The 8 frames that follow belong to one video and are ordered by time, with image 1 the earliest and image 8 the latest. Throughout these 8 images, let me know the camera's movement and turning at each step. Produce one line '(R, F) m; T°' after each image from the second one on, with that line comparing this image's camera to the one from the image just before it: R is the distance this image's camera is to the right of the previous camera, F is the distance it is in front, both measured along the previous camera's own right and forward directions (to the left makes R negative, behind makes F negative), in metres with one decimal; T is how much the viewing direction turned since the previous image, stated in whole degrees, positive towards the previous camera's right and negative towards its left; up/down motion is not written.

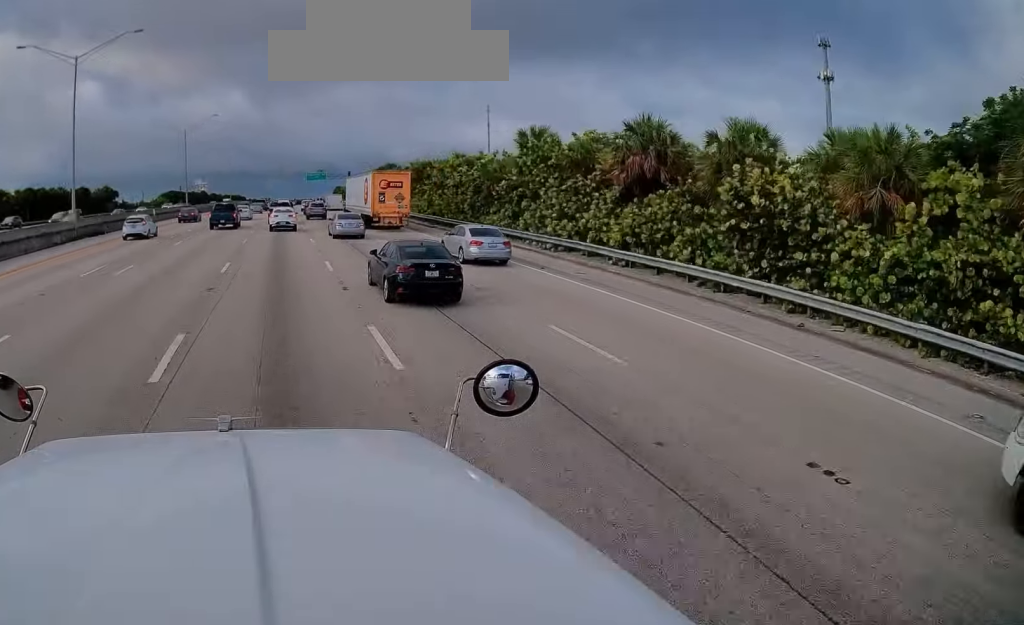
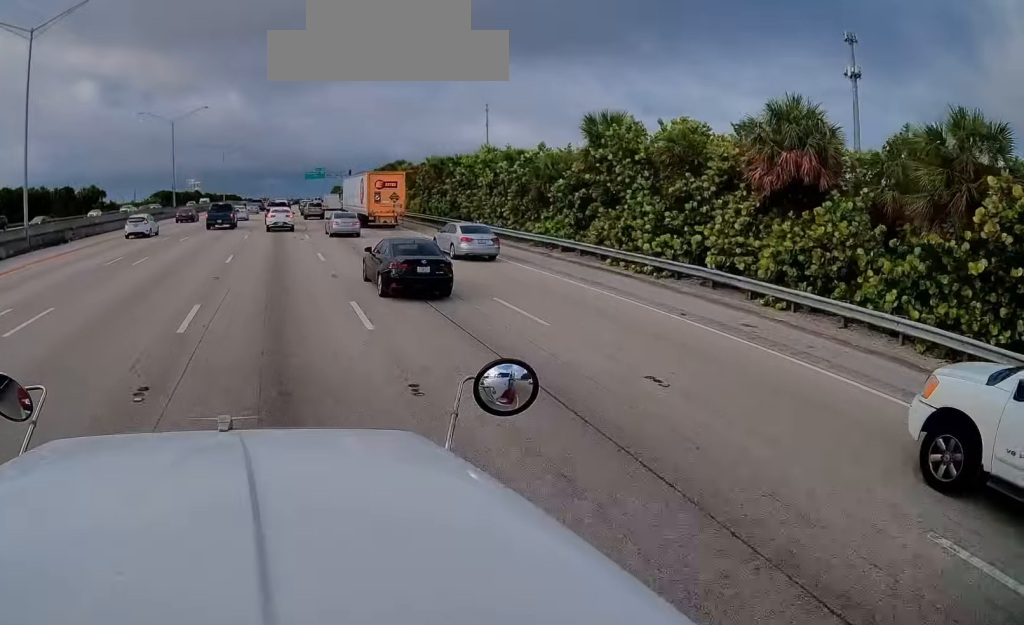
(+0.2, +9.4) m; +3°
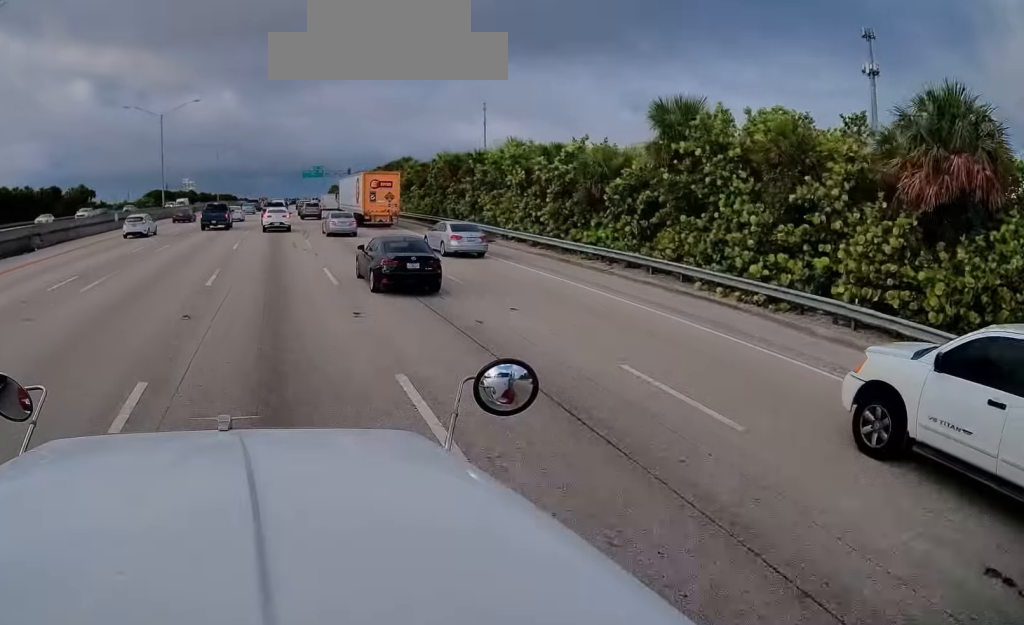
(+0.1, +5.9) m; +2°
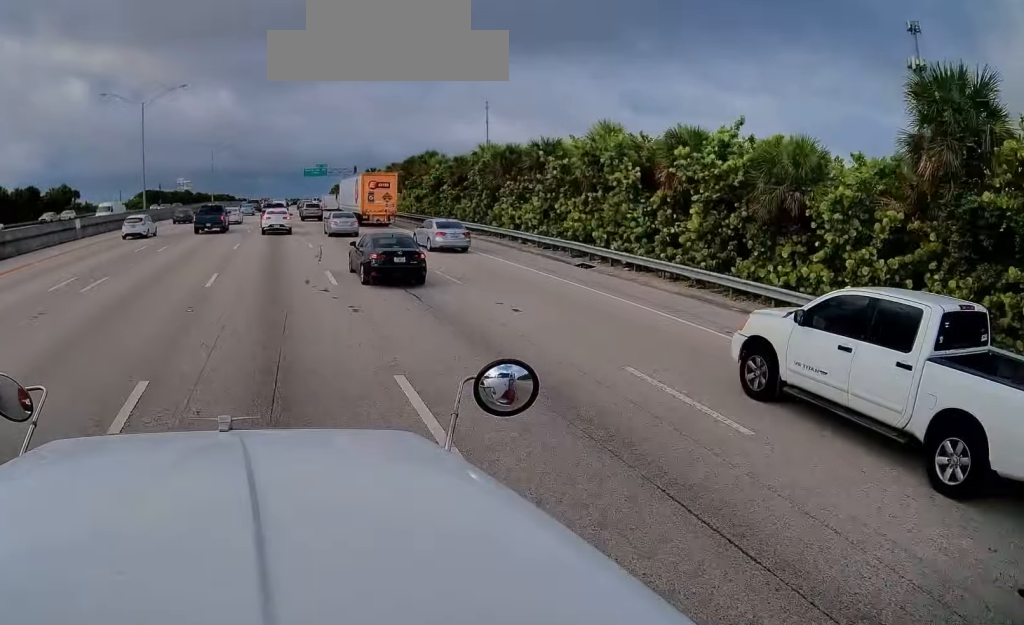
(+0.2, +12.5) m; -1°
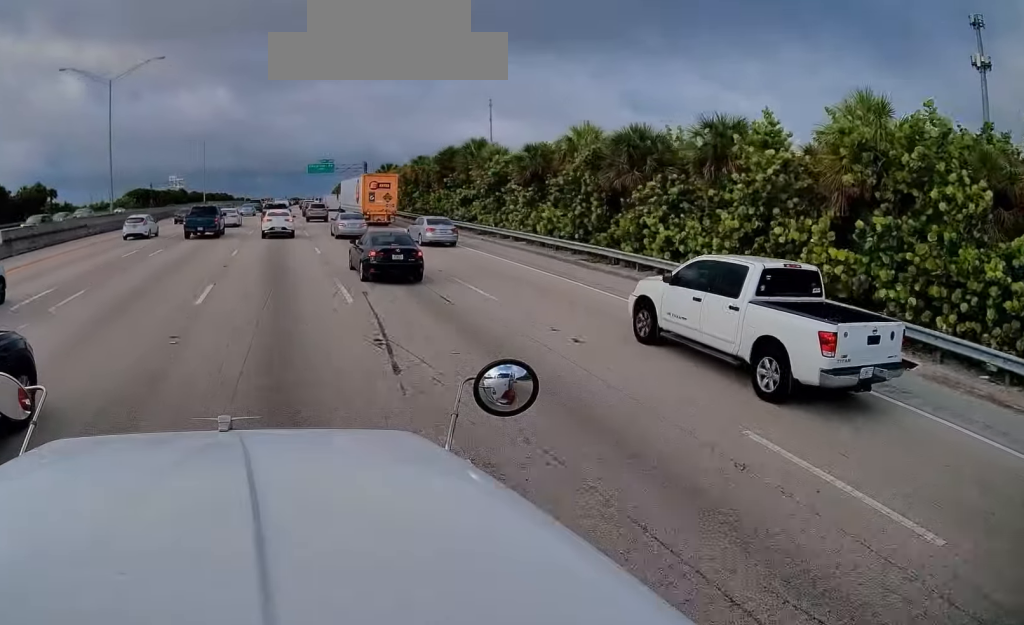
(-0.3, +15.4) m; -1°
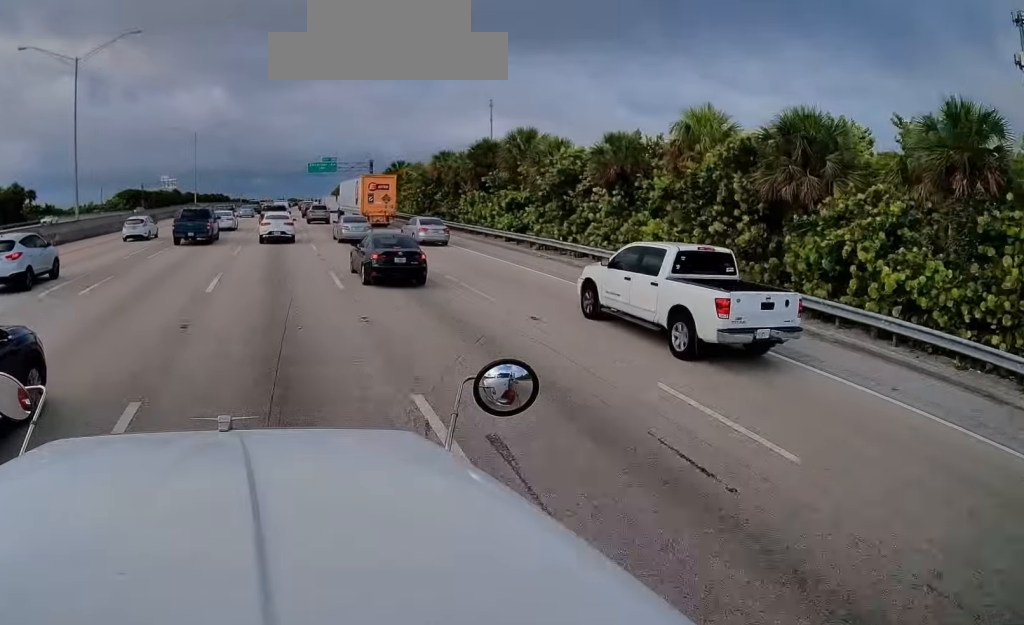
(0.0, +9.5) m; +2°
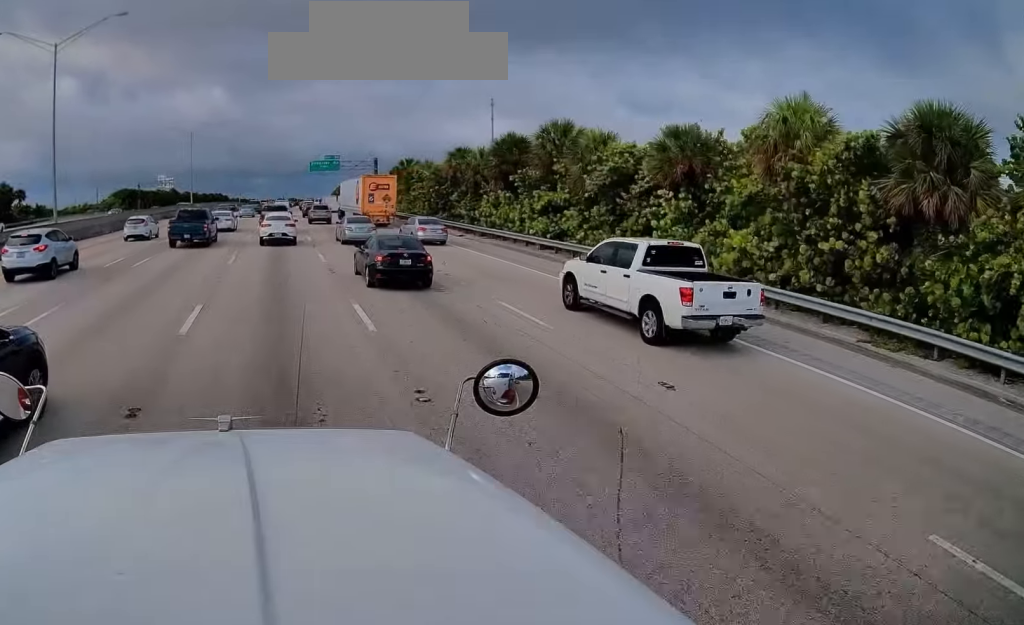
(+0.2, +4.8) m; 0°
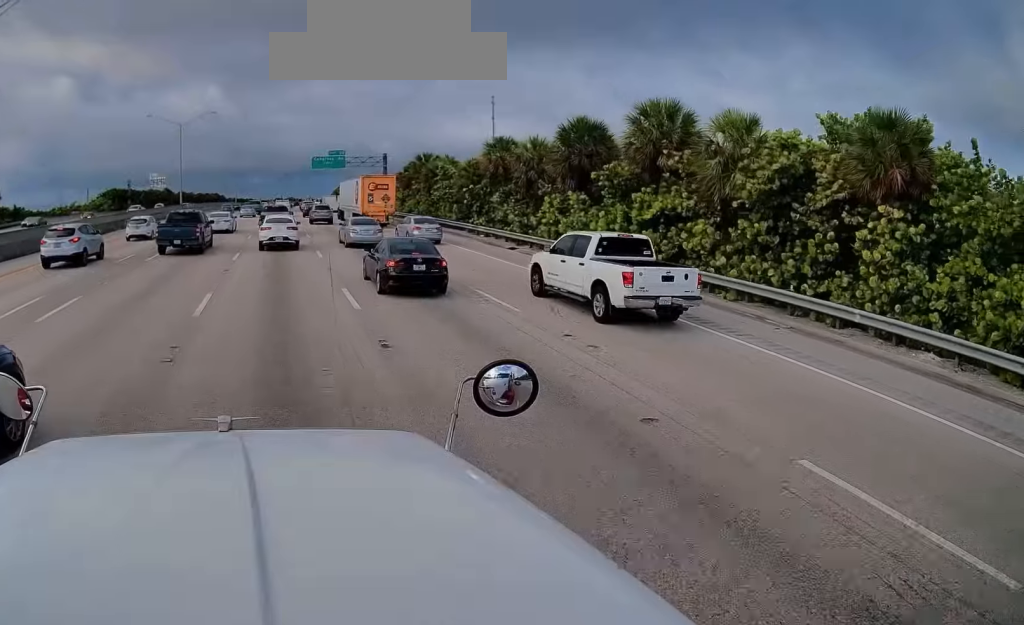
(-0.1, +10.1) m; 0°
